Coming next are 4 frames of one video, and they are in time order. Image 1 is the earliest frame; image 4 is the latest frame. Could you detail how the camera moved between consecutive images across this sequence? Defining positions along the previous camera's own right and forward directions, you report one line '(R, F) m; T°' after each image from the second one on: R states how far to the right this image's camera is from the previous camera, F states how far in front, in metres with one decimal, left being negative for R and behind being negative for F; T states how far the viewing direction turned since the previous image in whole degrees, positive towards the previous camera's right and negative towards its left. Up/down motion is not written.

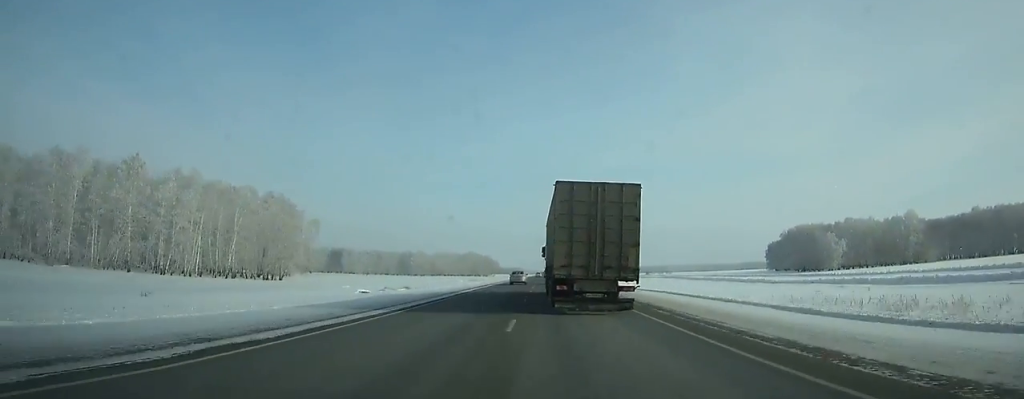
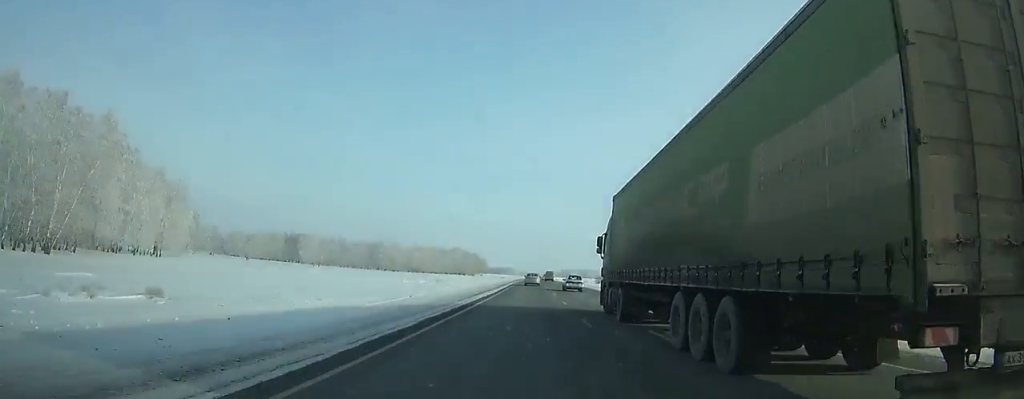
(-0.3, +73.9) m; 0°
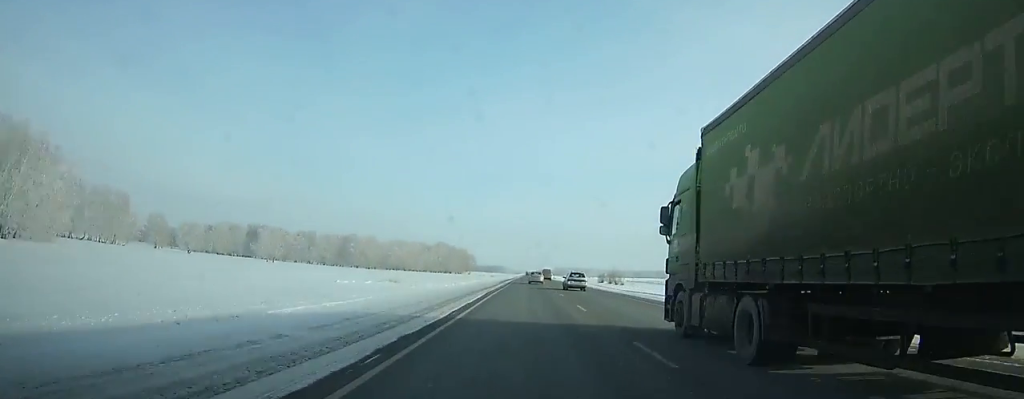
(+0.1, +44.6) m; +1°
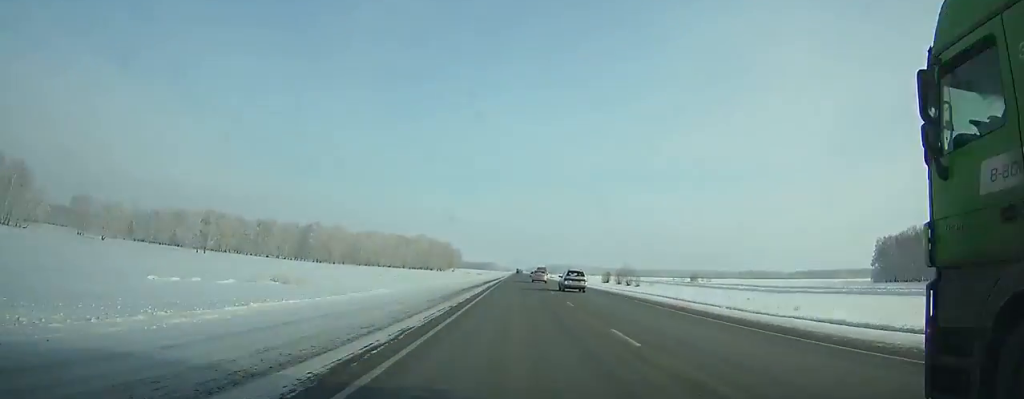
(+0.3, +45.5) m; +1°
